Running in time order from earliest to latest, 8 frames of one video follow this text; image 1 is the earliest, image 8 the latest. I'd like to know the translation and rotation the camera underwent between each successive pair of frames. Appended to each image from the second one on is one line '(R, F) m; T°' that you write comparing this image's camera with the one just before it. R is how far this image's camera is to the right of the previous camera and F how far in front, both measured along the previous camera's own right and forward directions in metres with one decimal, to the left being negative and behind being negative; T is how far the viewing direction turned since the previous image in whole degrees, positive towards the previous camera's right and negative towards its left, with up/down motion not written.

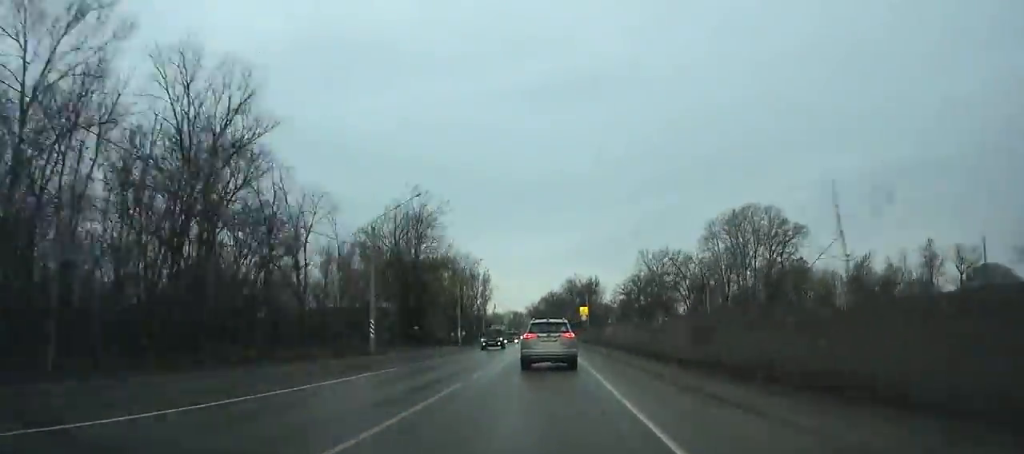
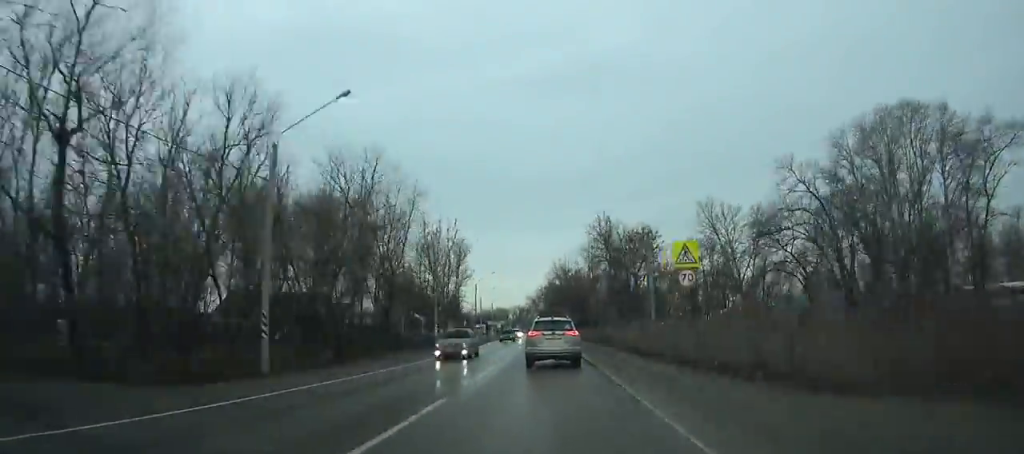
(-0.3, +49.8) m; -1°
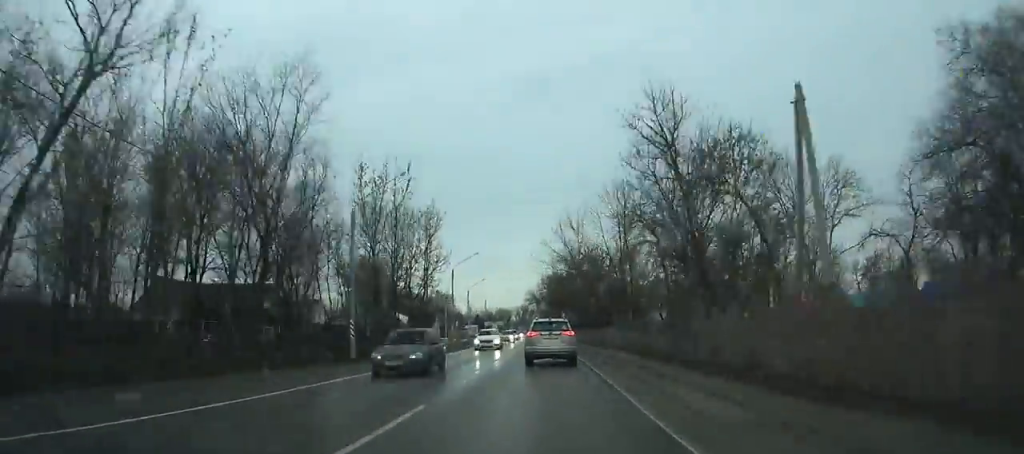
(-0.1, +24.7) m; 0°
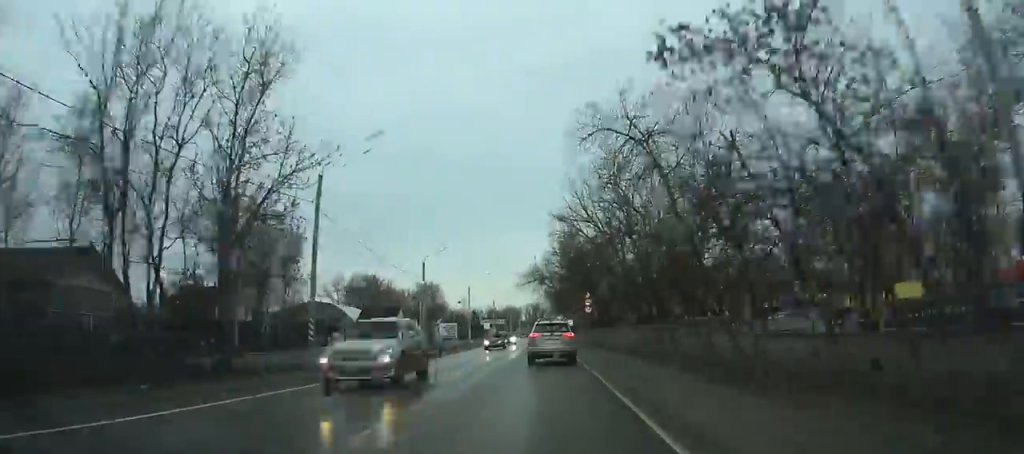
(-0.1, +42.2) m; 0°
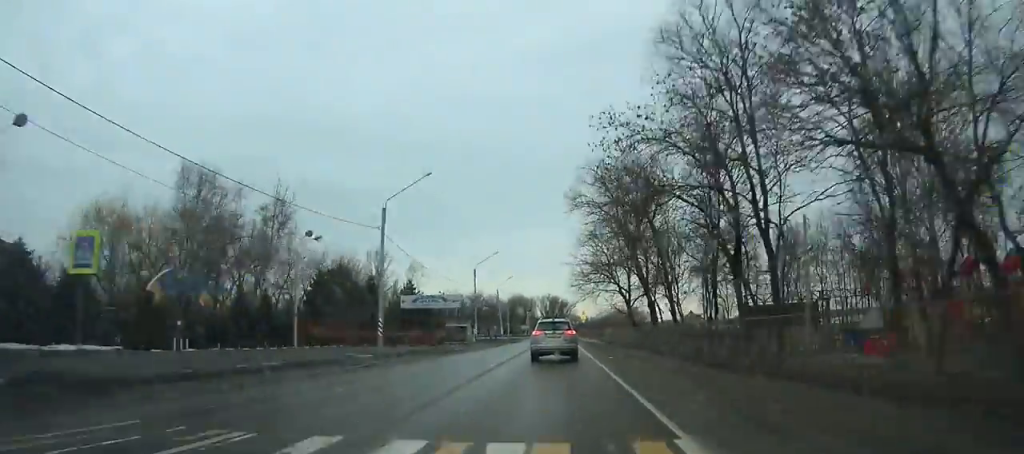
(-0.7, +90.7) m; -1°
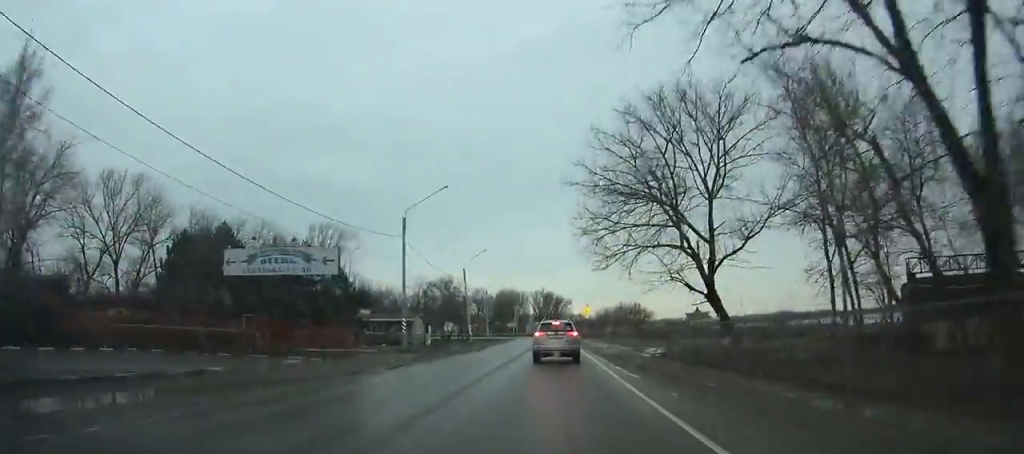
(-0.2, +30.5) m; -1°
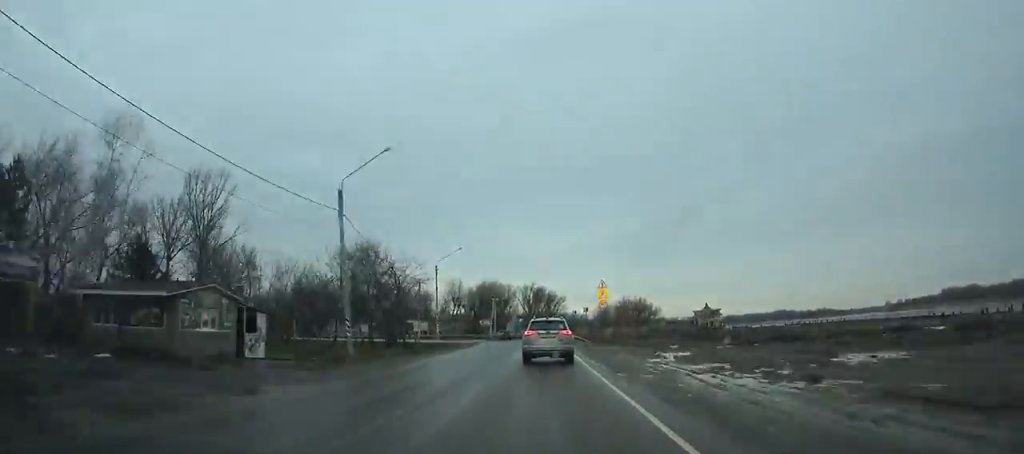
(-0.2, +35.3) m; -2°
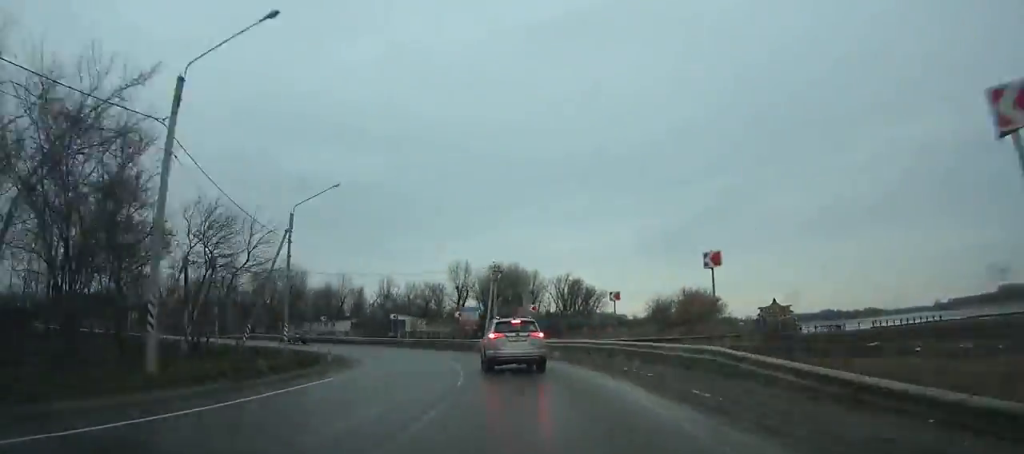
(-2.0, +47.9) m; -14°
